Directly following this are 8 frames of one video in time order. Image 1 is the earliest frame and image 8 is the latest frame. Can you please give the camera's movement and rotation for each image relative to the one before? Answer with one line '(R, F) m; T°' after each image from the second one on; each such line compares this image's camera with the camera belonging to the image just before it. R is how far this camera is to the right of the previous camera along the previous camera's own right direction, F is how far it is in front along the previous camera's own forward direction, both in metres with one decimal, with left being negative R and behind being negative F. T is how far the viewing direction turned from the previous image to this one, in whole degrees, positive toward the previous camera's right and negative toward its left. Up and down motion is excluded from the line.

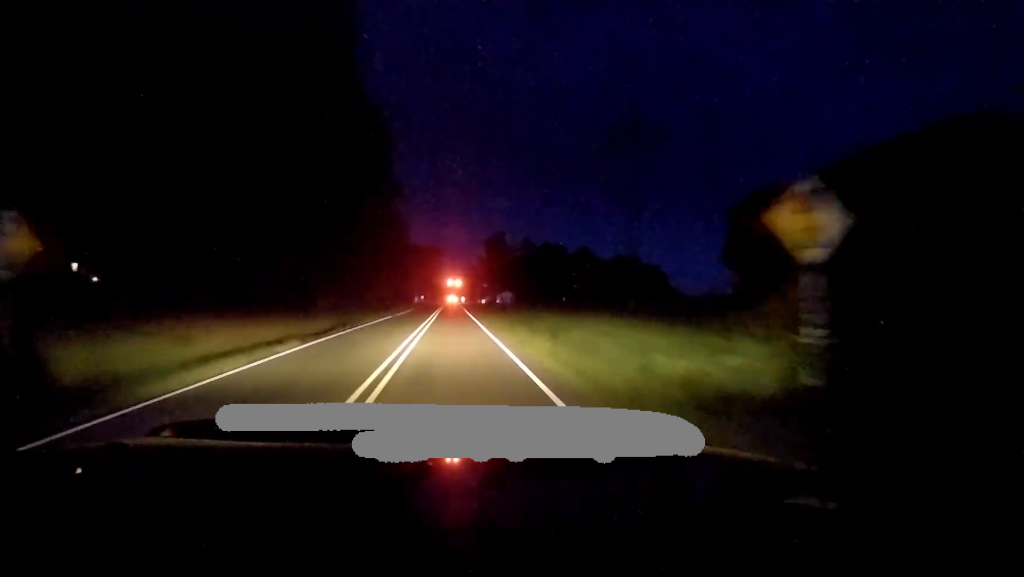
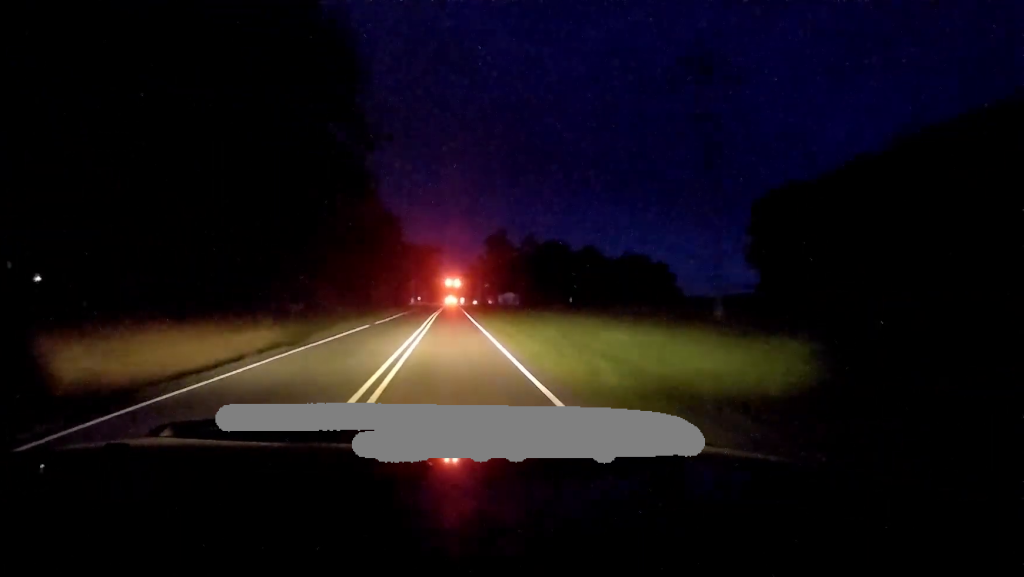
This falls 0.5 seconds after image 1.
(-0.3, +12.1) m; -1°
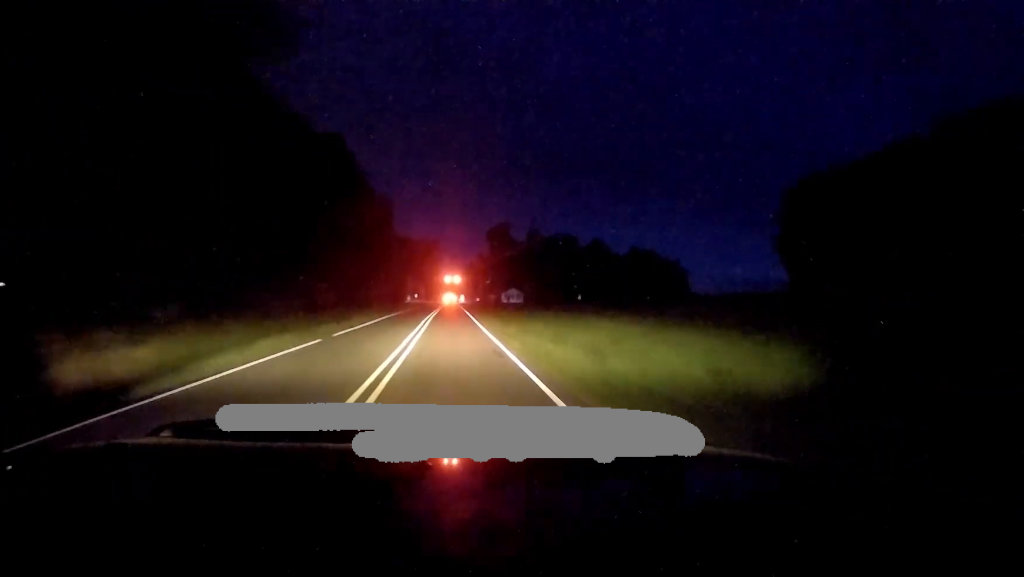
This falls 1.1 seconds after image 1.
(-0.2, +12.7) m; -1°
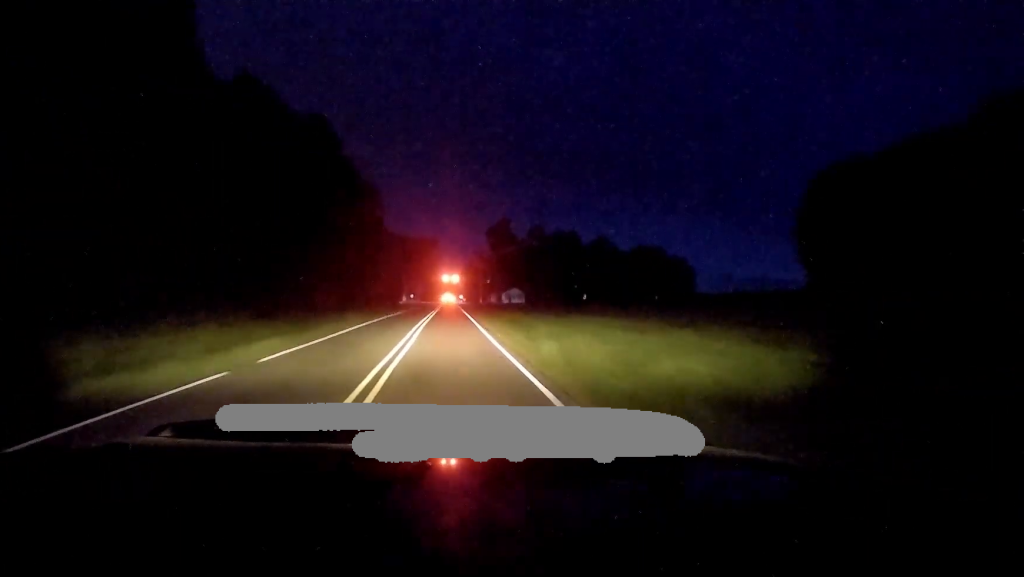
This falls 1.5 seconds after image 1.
(-0.1, +8.7) m; +1°
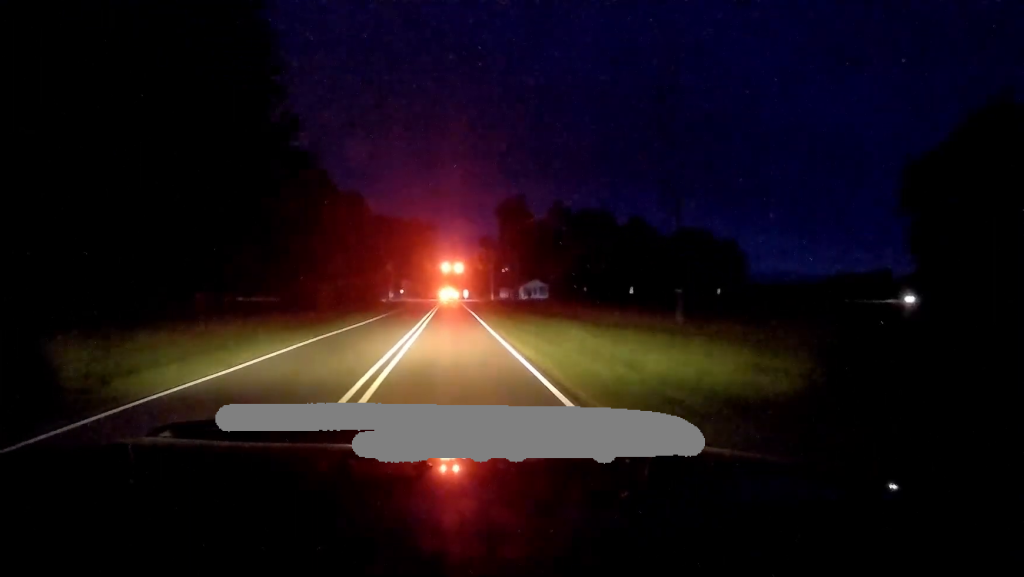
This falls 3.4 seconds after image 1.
(+0.8, +39.0) m; +1°
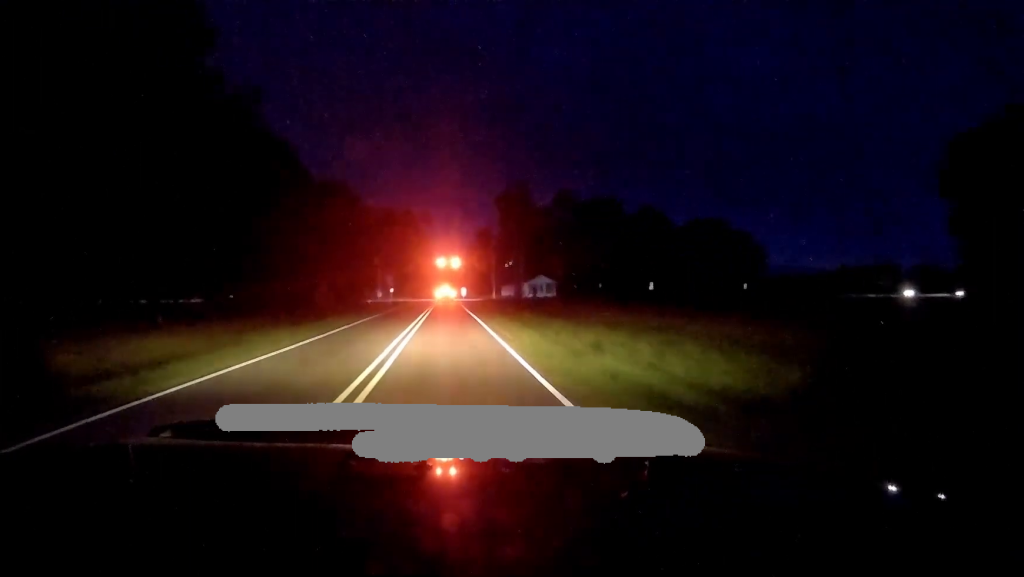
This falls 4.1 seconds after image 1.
(-0.6, +14.8) m; 0°
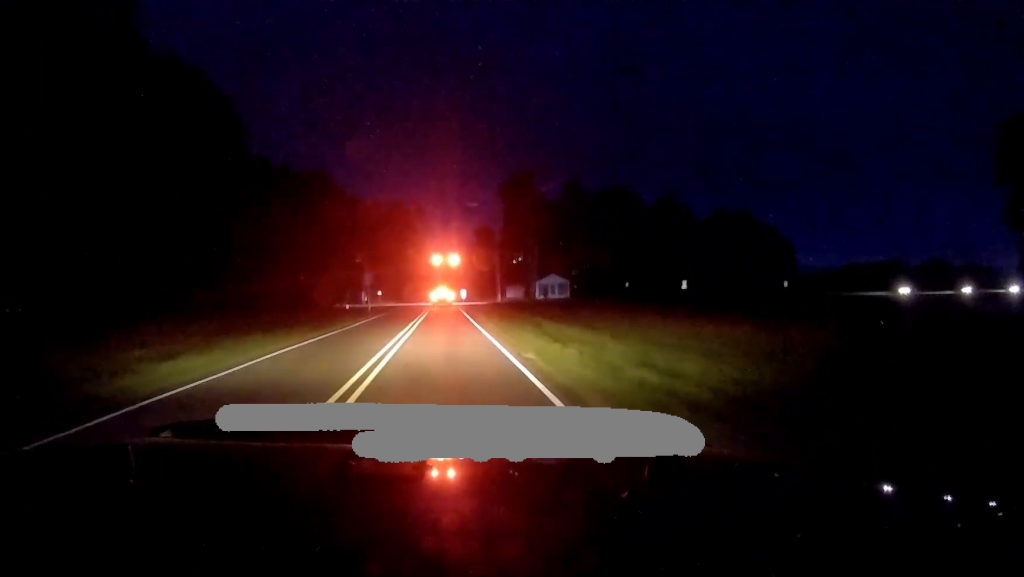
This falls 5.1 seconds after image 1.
(+0.6, +17.8) m; +2°
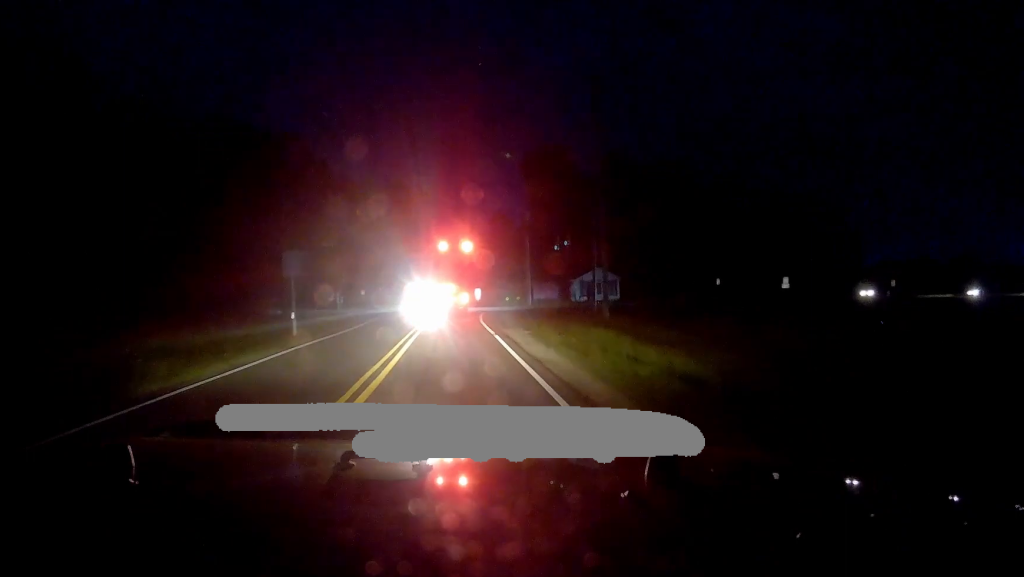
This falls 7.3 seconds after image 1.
(-0.5, +30.8) m; -1°
